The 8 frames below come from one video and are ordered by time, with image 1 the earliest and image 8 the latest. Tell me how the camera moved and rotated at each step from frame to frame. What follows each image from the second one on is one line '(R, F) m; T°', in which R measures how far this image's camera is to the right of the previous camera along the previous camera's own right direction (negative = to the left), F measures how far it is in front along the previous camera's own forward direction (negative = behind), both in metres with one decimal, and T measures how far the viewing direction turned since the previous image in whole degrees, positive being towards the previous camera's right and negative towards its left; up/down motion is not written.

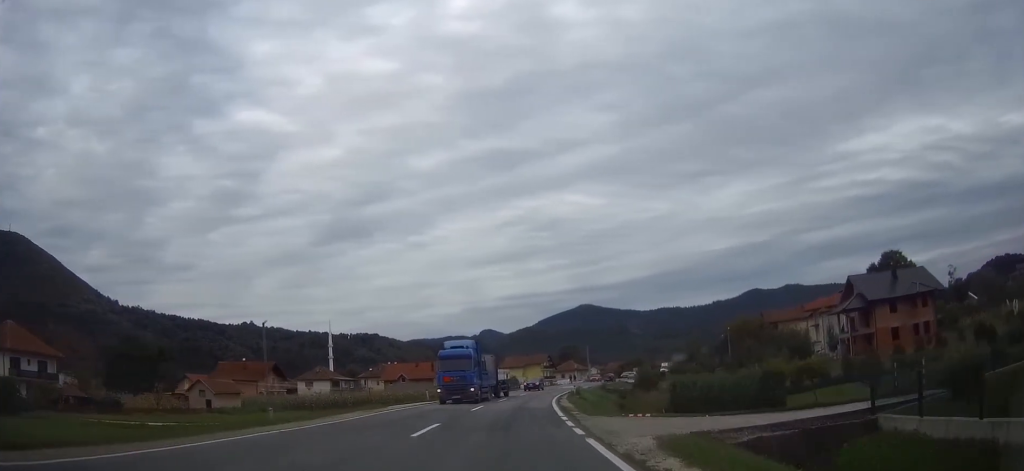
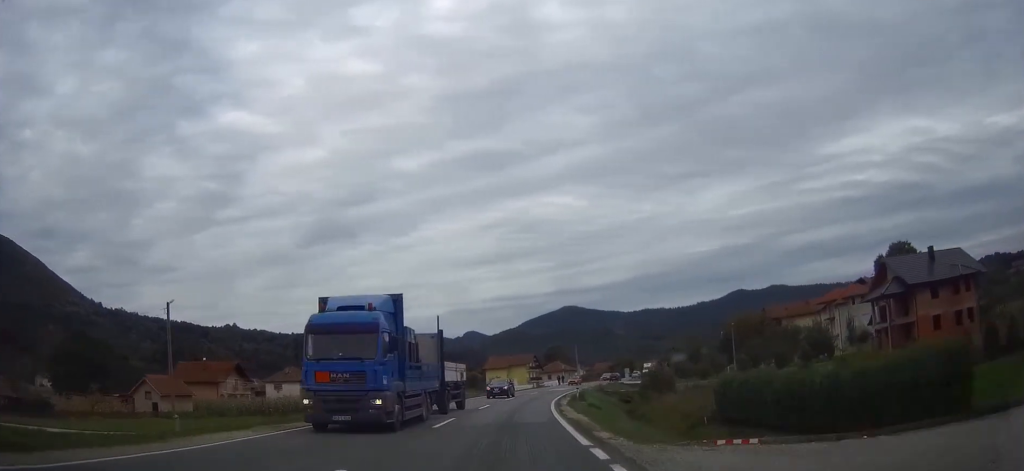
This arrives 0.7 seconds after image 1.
(+0.1, +11.6) m; +1°
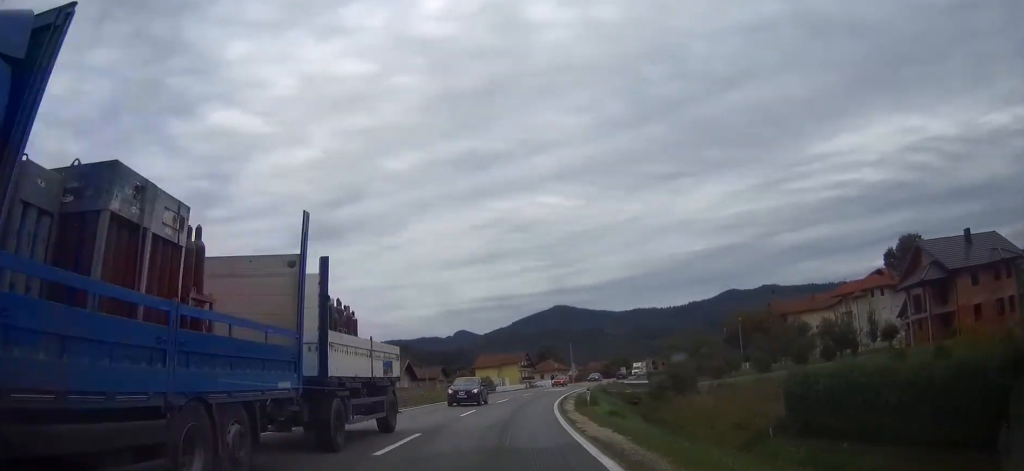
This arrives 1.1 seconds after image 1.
(+0.1, +8.1) m; +1°
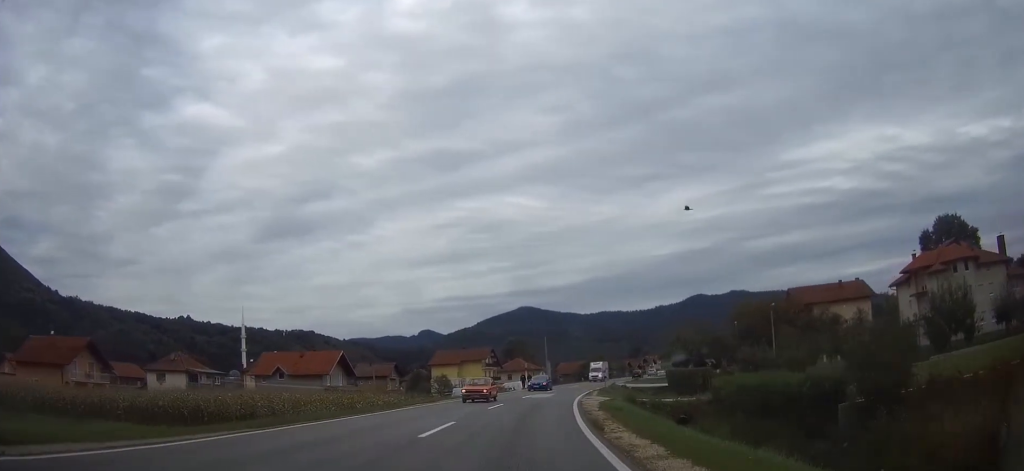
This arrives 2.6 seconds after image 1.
(+0.5, +26.1) m; +3°
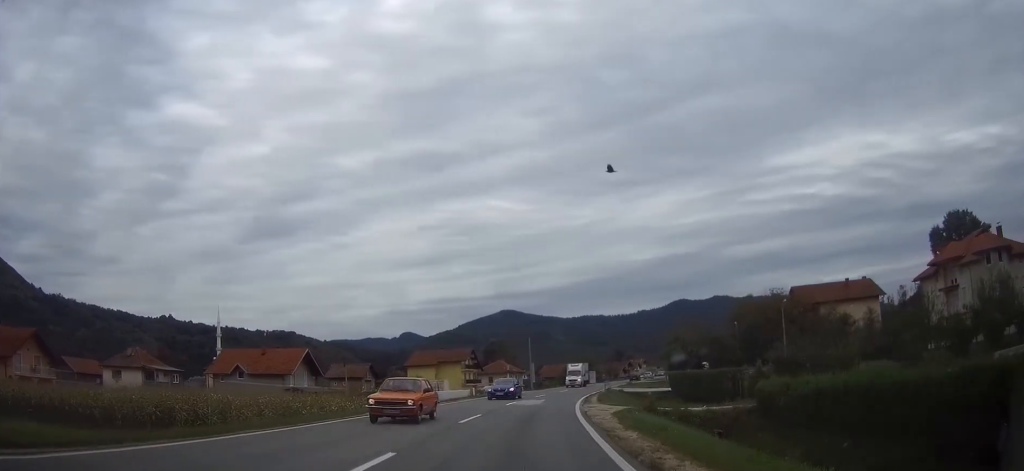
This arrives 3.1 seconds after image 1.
(+0.2, +8.8) m; +2°
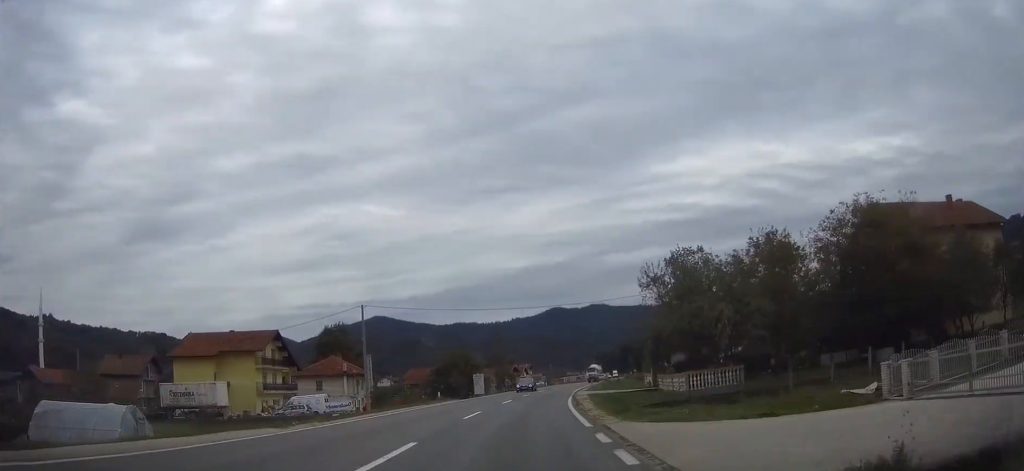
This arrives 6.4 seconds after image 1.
(+5.4, +56.1) m; +11°
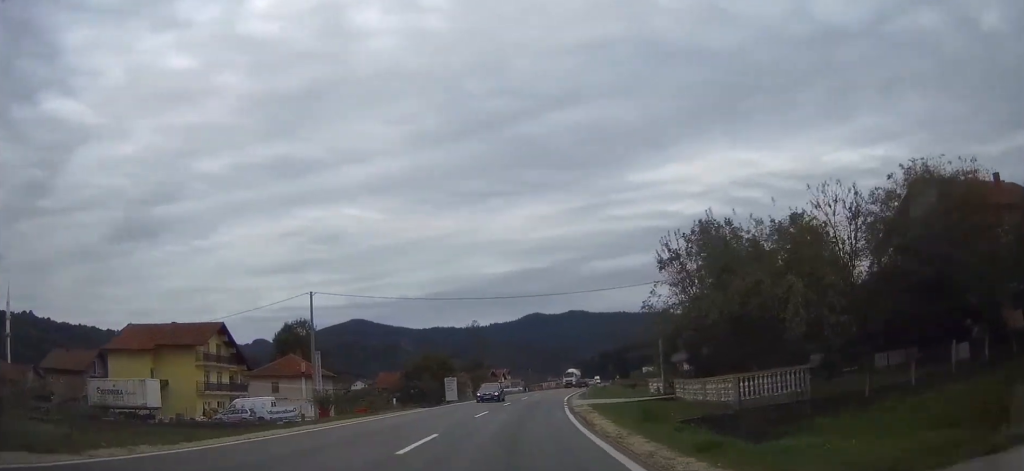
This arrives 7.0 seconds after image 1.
(+0.2, +10.7) m; +2°
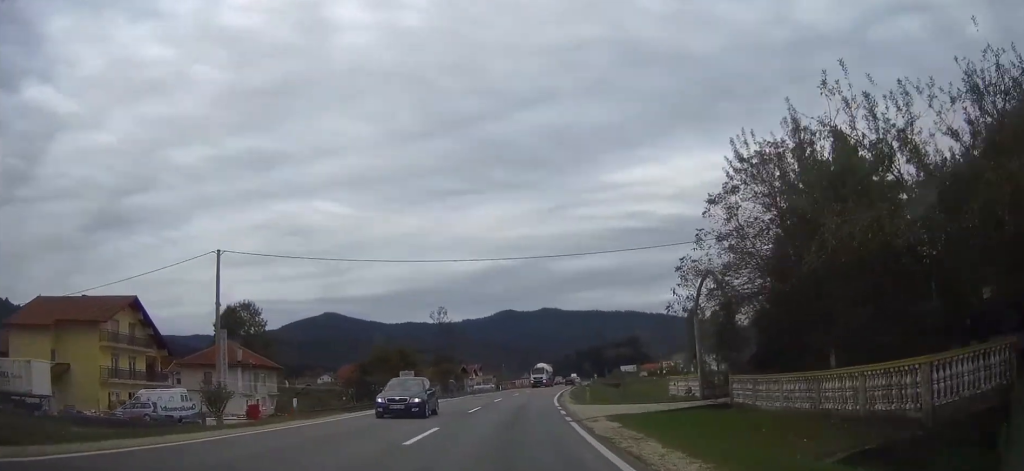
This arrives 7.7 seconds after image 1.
(+0.2, +13.2) m; +2°
